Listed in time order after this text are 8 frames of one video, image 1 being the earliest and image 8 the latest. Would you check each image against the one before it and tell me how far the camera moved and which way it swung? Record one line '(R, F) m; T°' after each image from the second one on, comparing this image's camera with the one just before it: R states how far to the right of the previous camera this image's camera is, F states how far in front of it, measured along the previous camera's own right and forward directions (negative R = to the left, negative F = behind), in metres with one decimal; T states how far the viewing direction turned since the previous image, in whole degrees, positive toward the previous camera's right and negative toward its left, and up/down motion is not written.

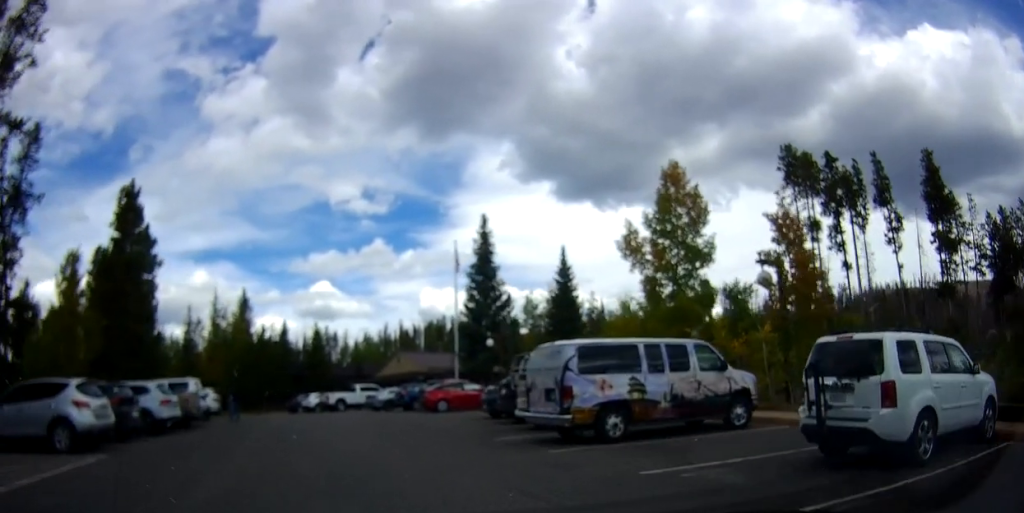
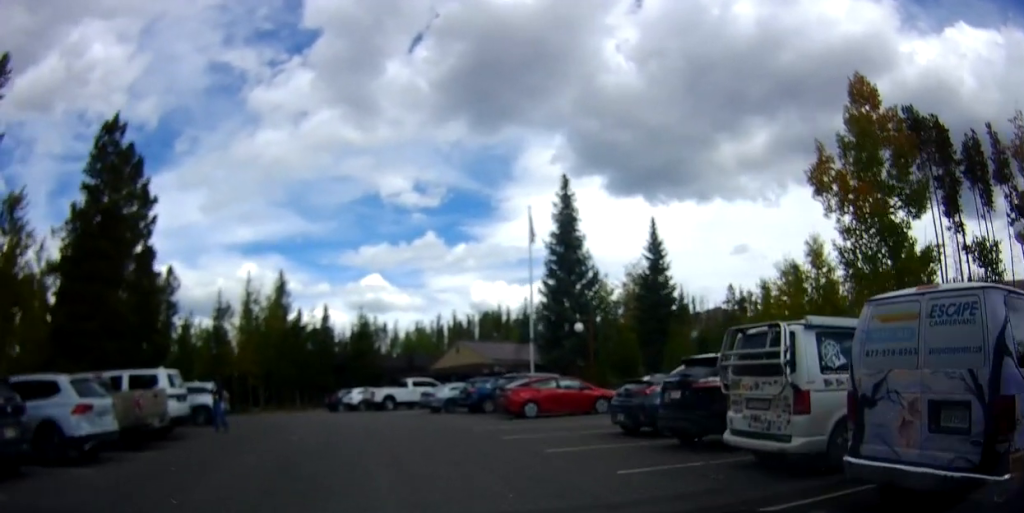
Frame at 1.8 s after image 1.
(-0.2, +6.4) m; -6°
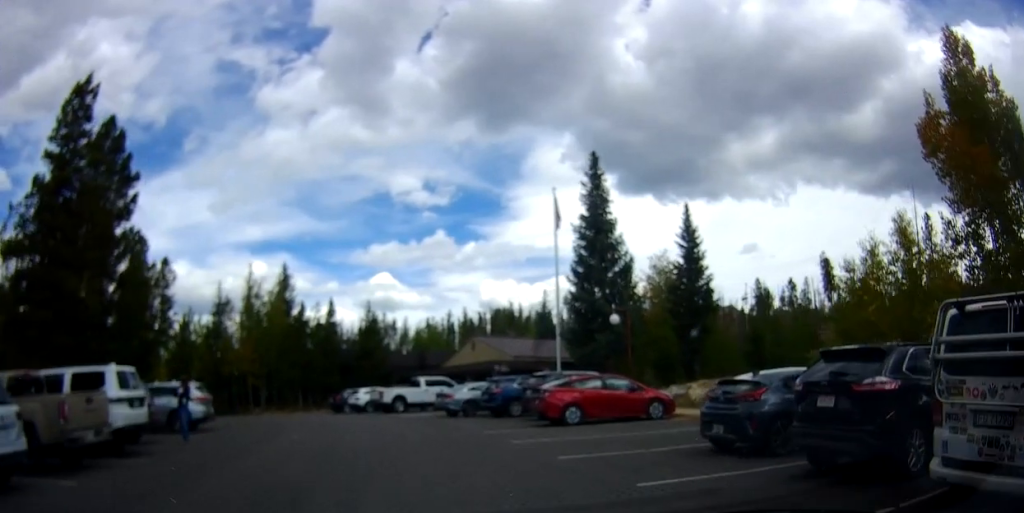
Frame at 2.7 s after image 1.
(-0.2, +3.2) m; -8°
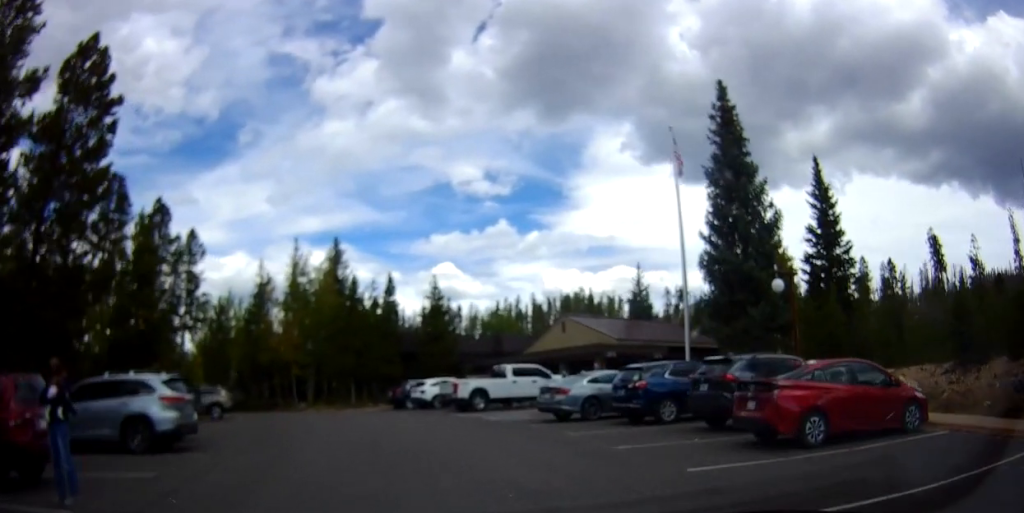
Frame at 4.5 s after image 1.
(+0.2, +7.3) m; +2°
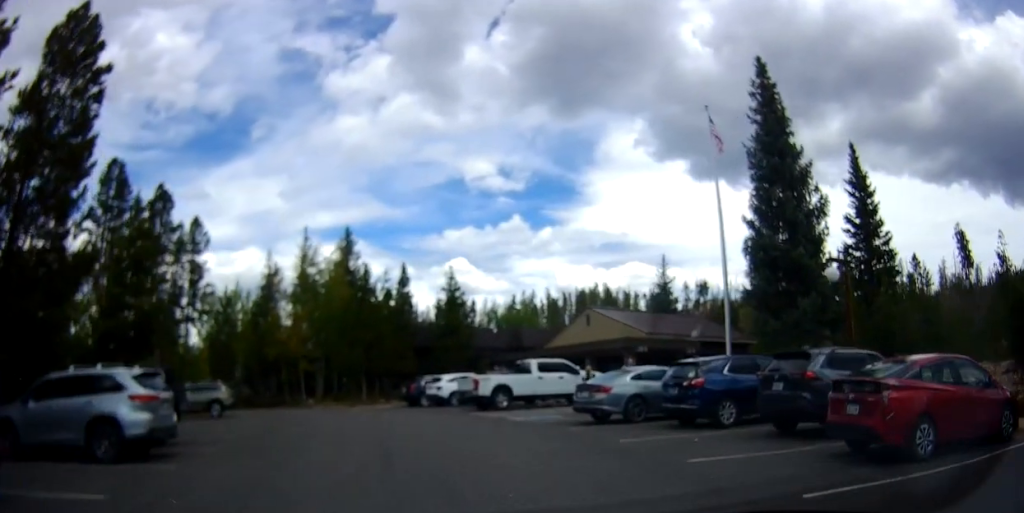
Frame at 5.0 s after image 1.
(+0.2, +2.3) m; -2°
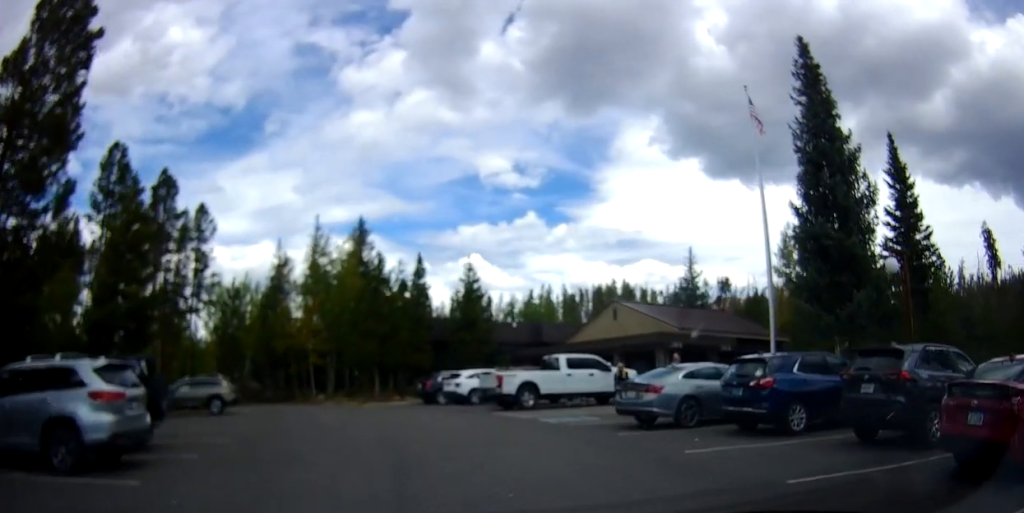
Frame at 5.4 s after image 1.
(-0.4, +2.1) m; -4°
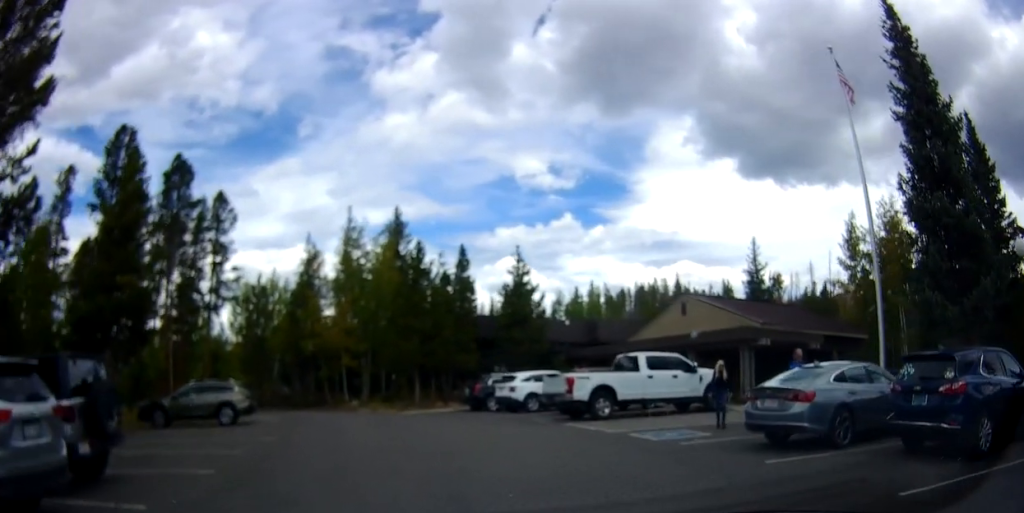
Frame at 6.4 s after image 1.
(-0.3, +4.2) m; -4°
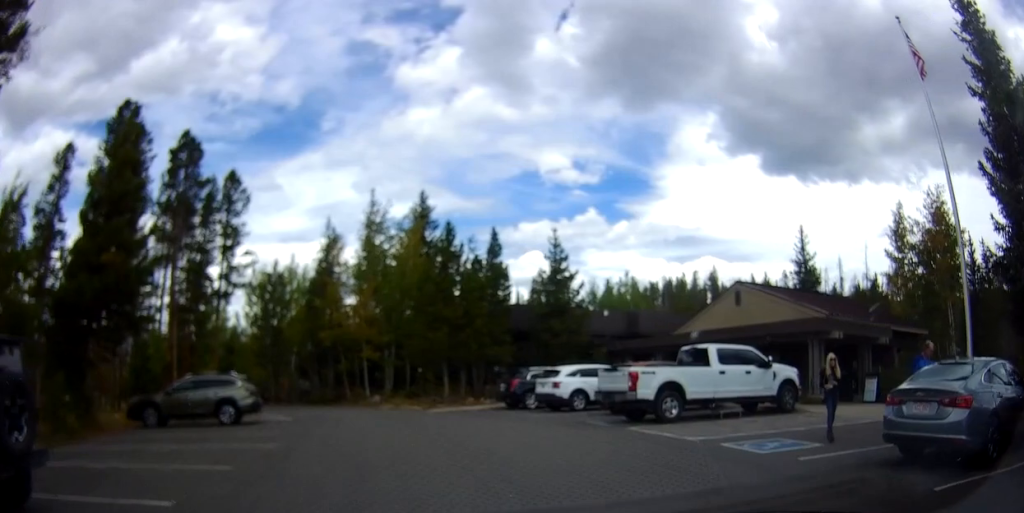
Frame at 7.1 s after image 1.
(+0.1, +3.1) m; -2°
